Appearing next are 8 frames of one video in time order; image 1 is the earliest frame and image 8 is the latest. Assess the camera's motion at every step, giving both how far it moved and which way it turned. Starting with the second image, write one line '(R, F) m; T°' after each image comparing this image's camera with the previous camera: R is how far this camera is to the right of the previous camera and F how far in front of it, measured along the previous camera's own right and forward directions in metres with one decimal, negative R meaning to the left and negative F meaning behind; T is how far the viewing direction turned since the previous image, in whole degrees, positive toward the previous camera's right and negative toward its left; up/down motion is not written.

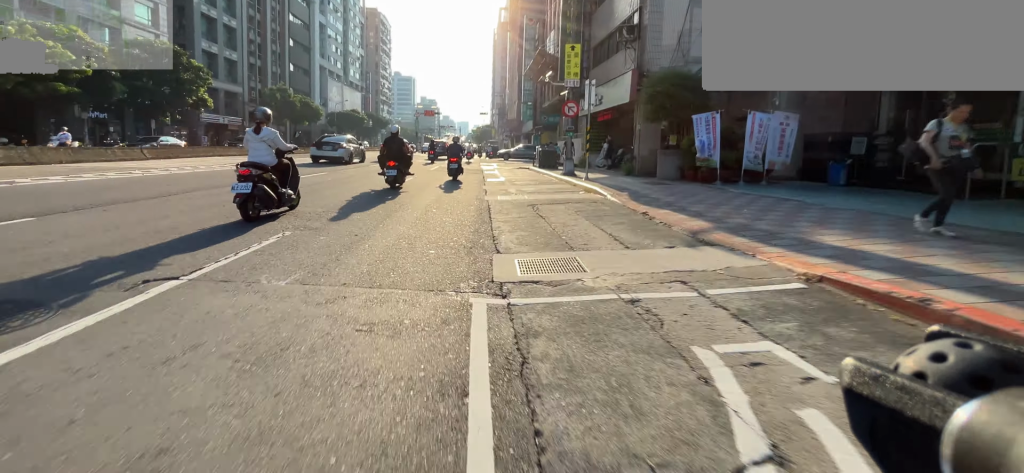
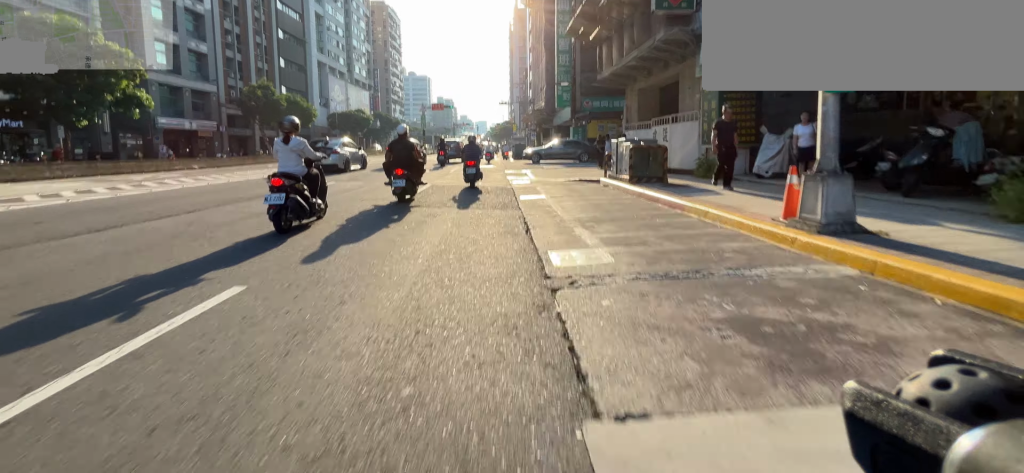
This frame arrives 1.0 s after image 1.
(0.0, +11.2) m; +2°
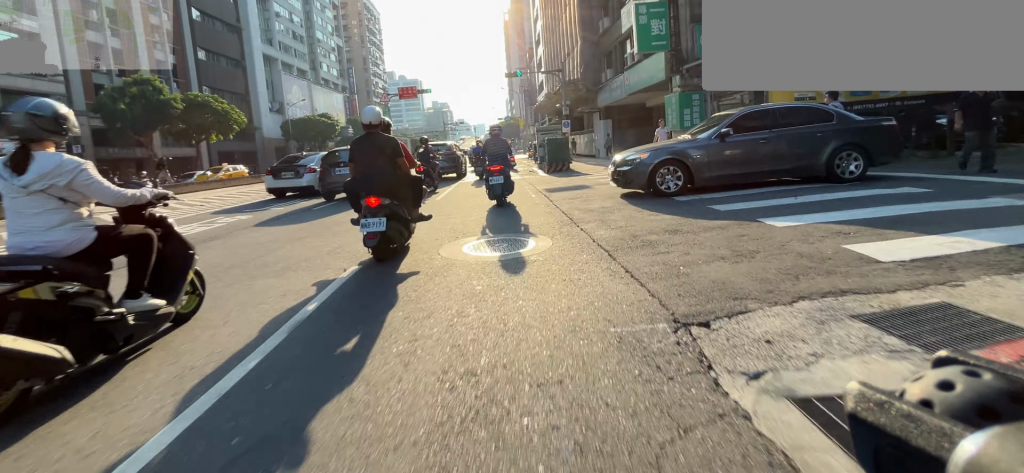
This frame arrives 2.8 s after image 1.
(+0.6, +17.7) m; +2°
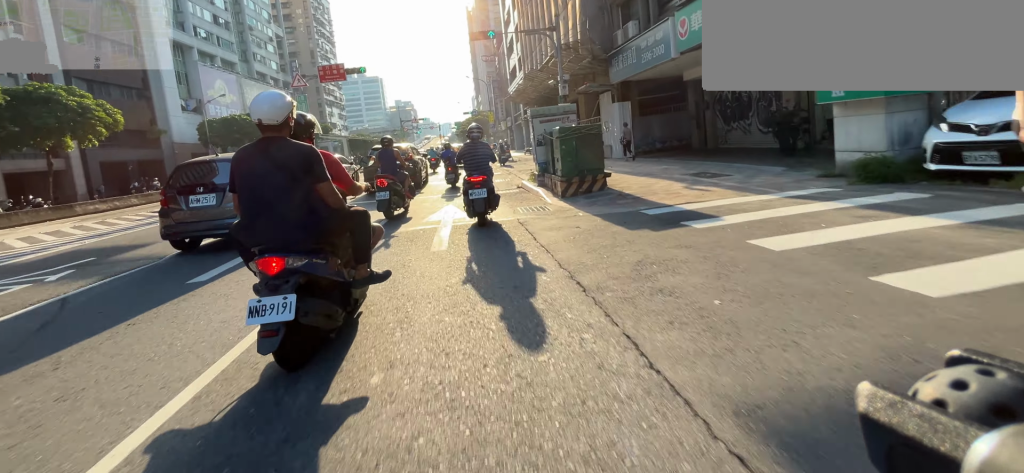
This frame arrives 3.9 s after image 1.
(+0.1, +9.3) m; +1°
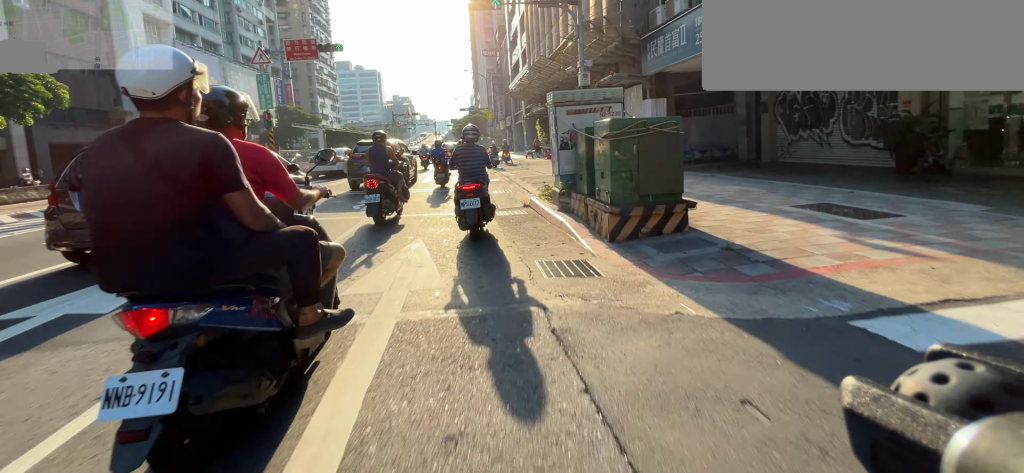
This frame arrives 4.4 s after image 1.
(0.0, +3.8) m; 0°
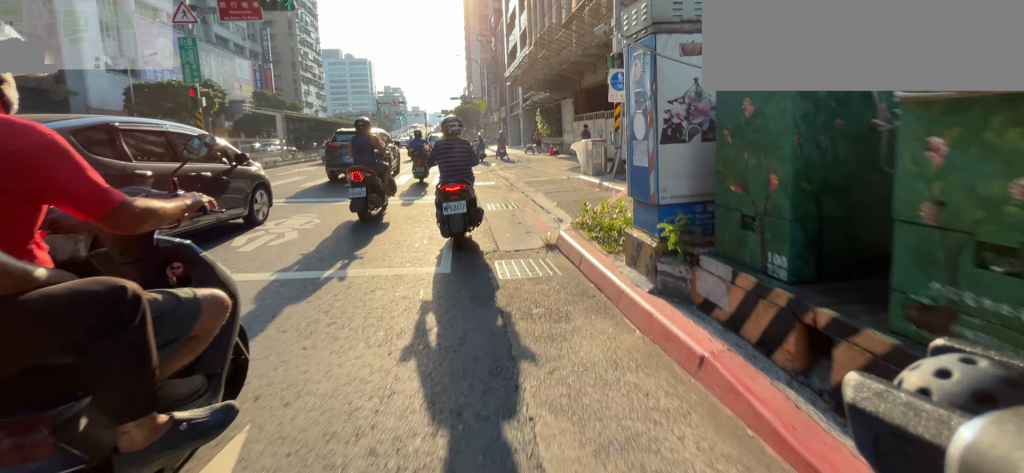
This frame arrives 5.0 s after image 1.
(0.0, +4.3) m; 0°
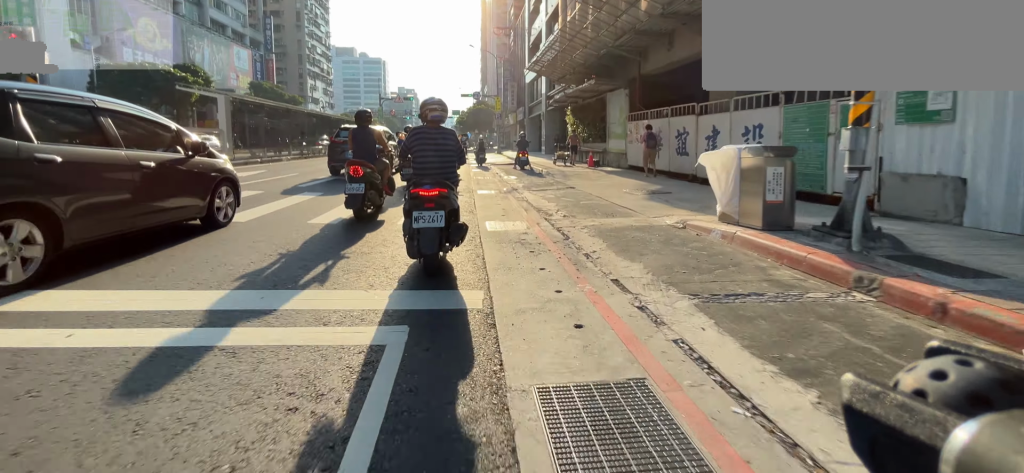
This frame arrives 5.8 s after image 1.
(0.0, +6.4) m; 0°
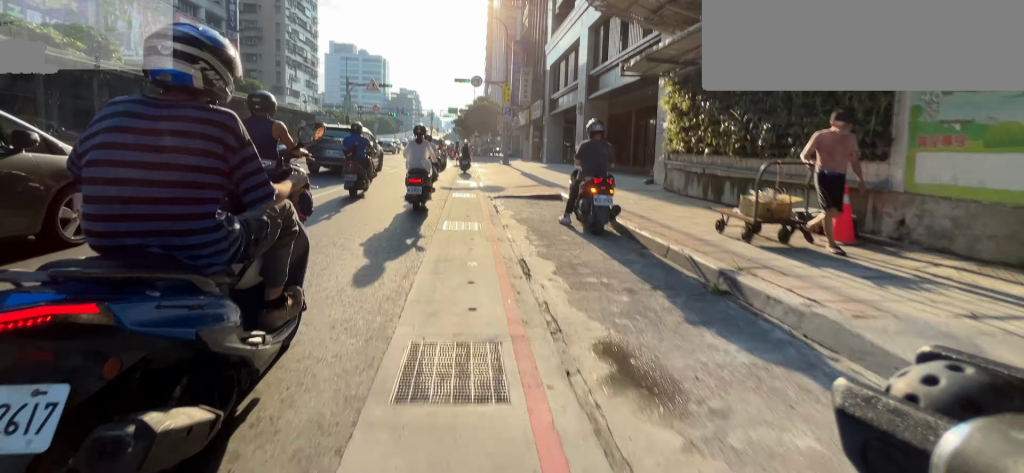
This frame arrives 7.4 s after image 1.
(+0.7, +12.5) m; +7°
